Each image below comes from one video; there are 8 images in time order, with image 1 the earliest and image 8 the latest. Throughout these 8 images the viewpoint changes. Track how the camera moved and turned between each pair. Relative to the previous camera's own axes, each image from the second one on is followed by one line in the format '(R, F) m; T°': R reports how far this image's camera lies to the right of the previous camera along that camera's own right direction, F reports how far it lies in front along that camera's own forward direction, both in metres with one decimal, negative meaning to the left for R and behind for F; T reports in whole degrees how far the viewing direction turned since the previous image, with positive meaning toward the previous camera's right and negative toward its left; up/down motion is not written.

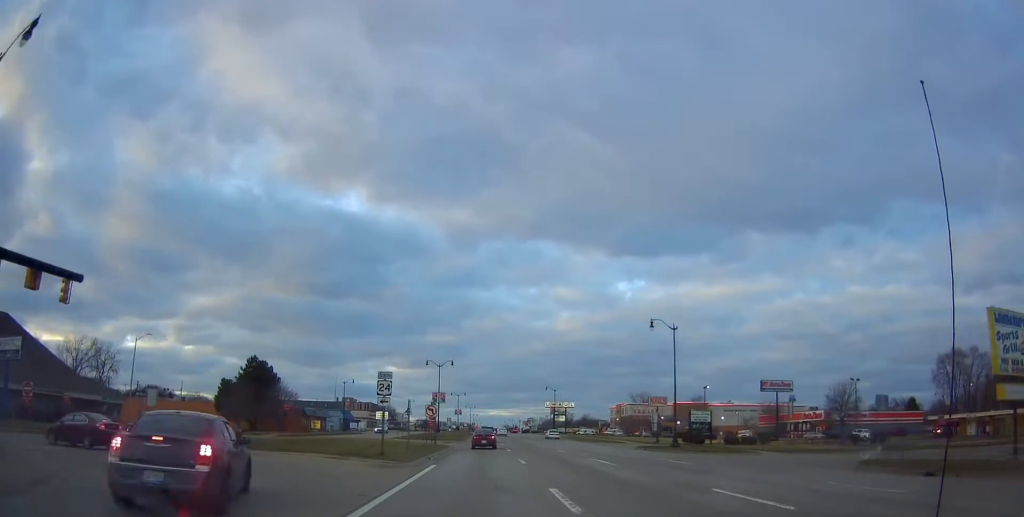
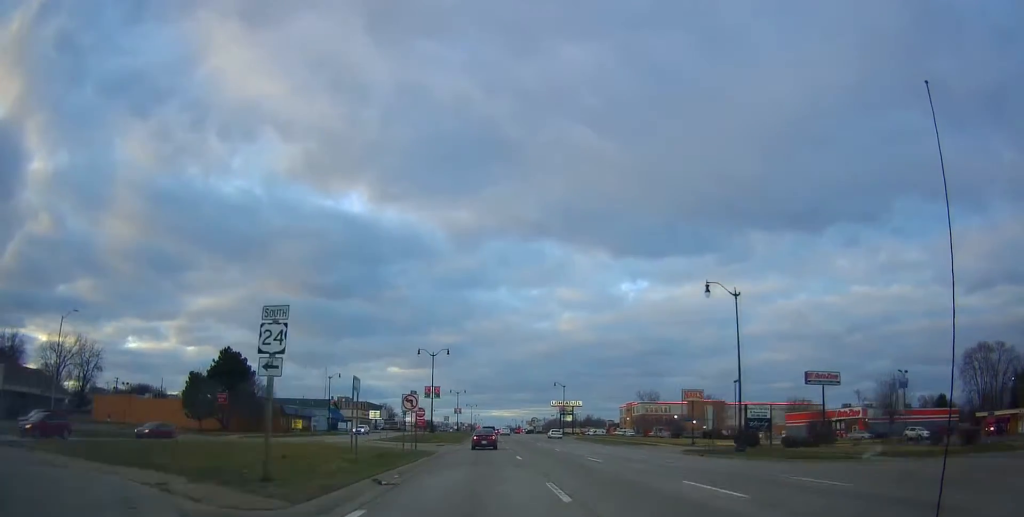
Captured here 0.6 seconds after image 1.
(-0.3, +12.9) m; 0°
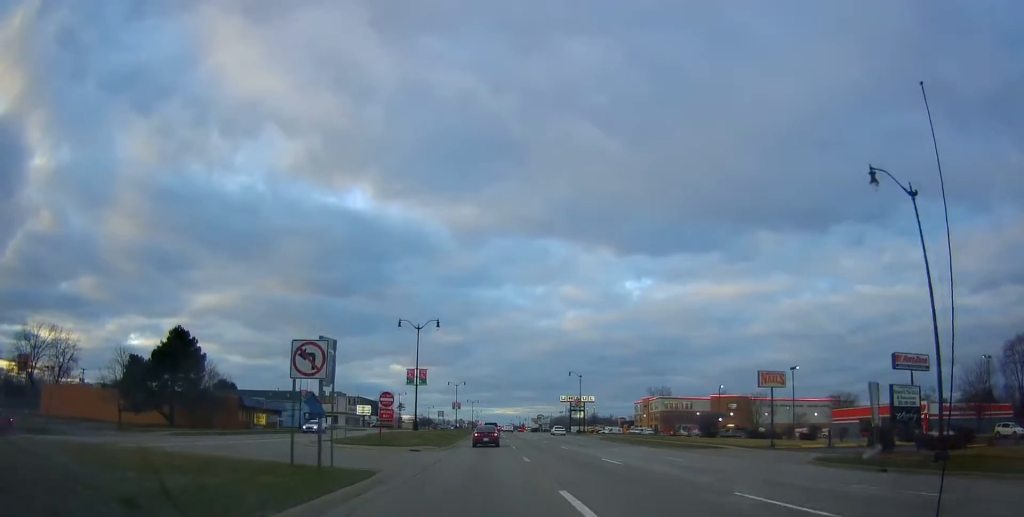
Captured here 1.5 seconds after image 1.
(-0.2, +18.6) m; 0°
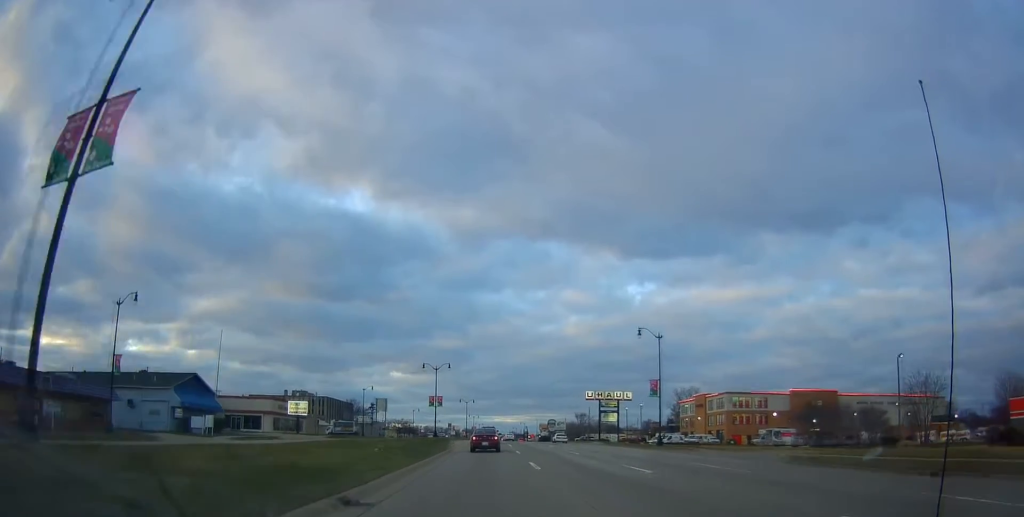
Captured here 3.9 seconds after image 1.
(+0.3, +49.3) m; +1°
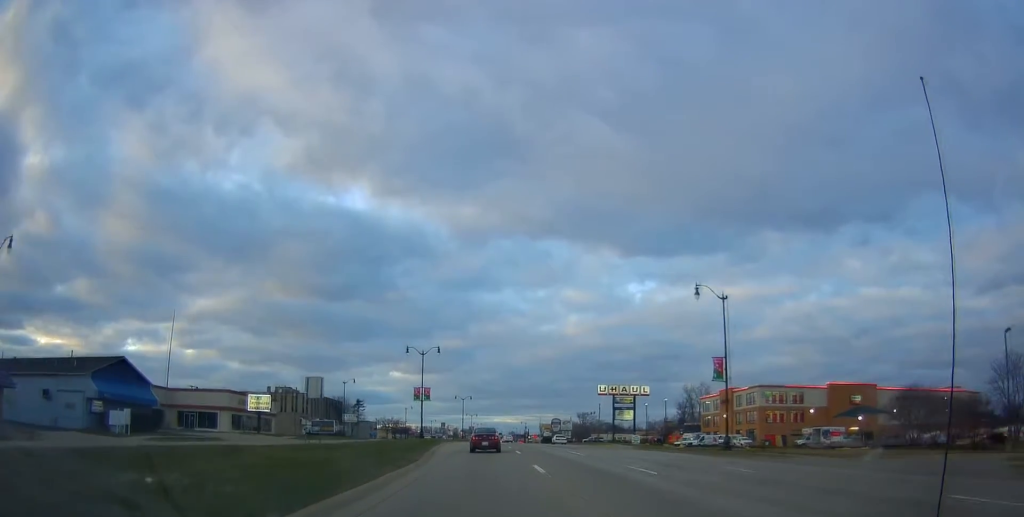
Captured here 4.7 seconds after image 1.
(0.0, +16.0) m; 0°
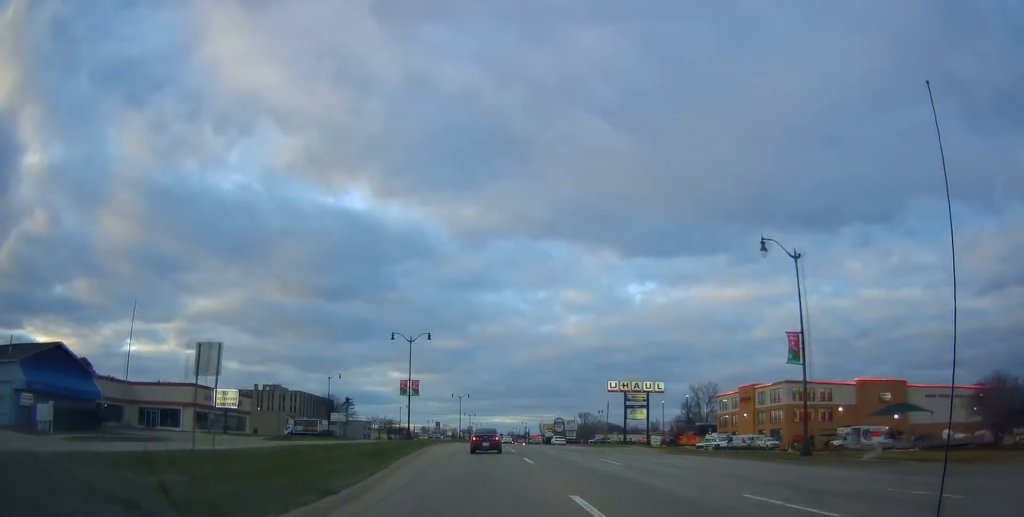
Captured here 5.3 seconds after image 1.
(-0.1, +10.6) m; 0°
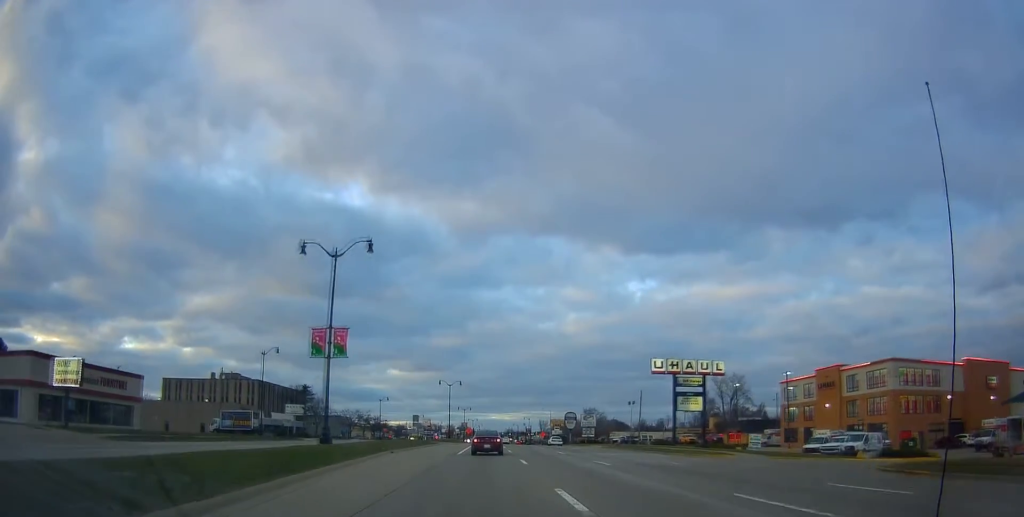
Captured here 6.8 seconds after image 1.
(-0.4, +30.2) m; -1°
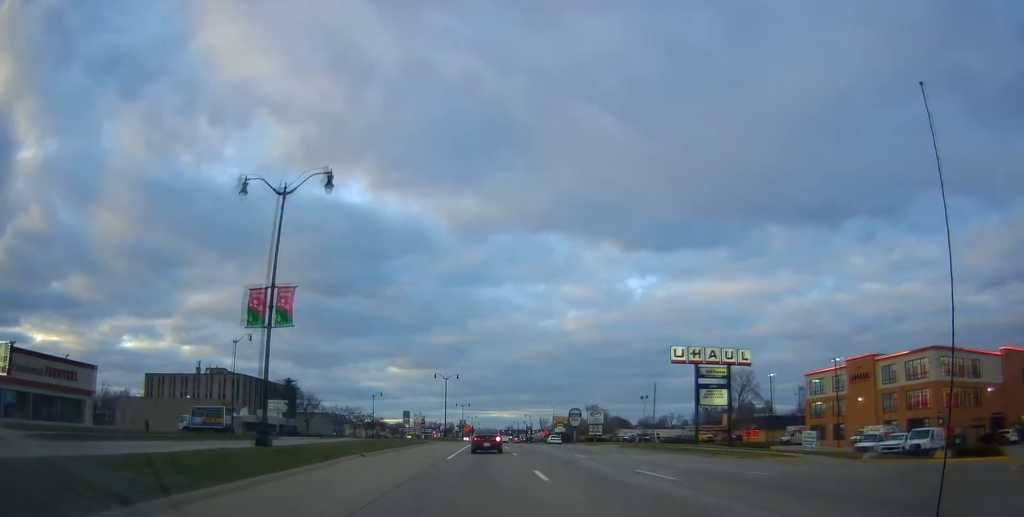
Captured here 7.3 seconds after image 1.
(-0.2, +8.8) m; 0°
